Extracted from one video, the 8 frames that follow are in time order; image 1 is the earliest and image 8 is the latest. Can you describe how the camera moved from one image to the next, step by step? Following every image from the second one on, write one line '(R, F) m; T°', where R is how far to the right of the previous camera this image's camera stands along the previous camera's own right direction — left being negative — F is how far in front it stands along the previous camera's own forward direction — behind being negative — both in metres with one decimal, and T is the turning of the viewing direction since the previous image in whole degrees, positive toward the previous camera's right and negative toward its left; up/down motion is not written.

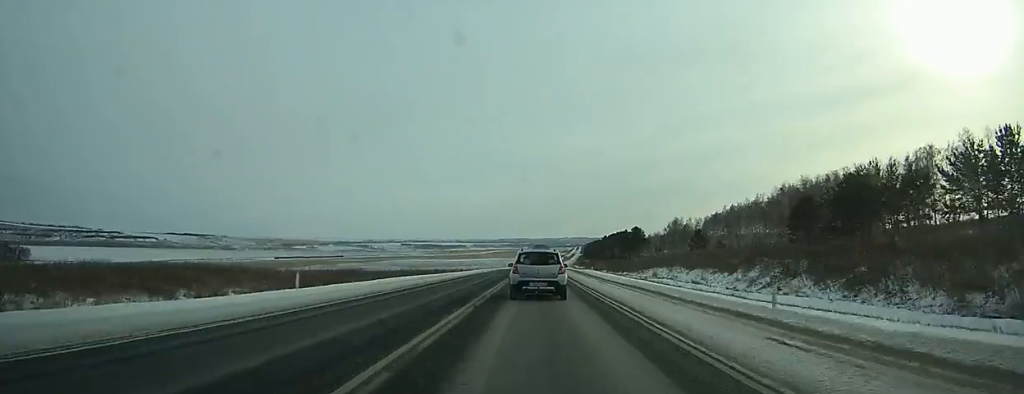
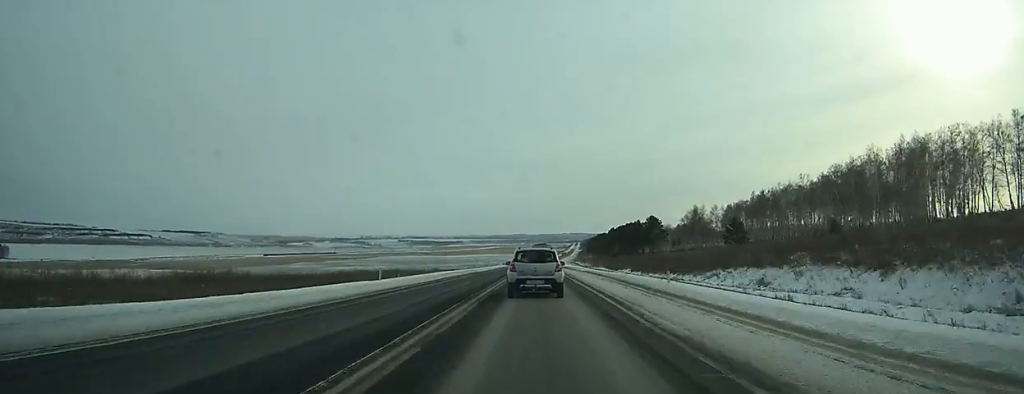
(0.0, +38.2) m; 0°
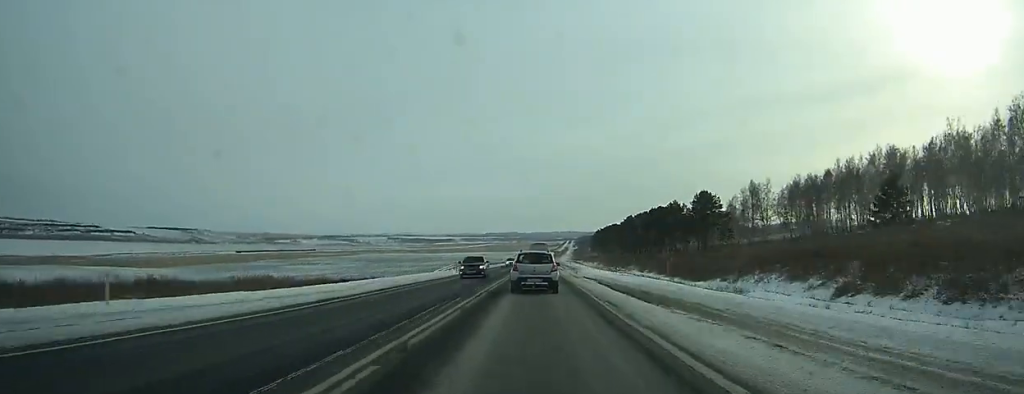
(+0.7, +73.0) m; +1°
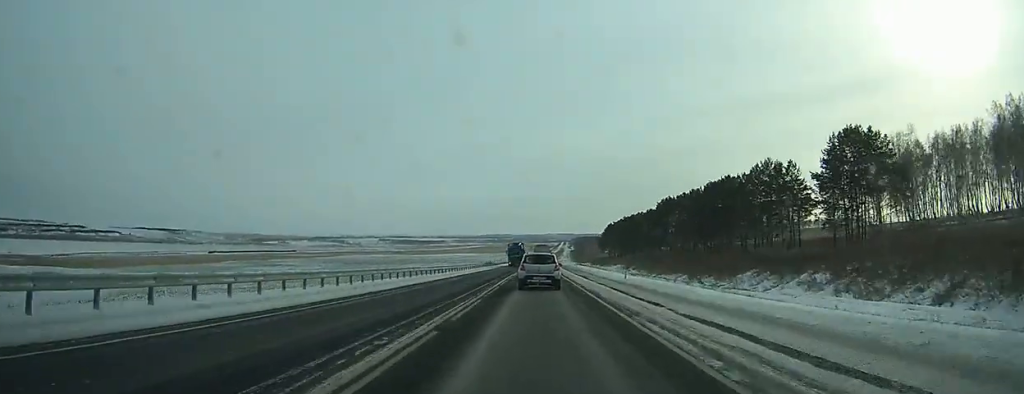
(+0.5, +65.1) m; +1°
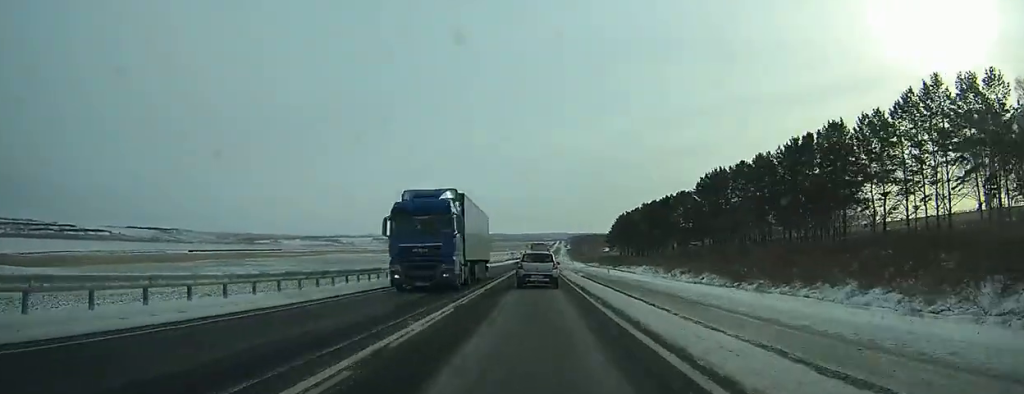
(+0.1, +41.7) m; 0°
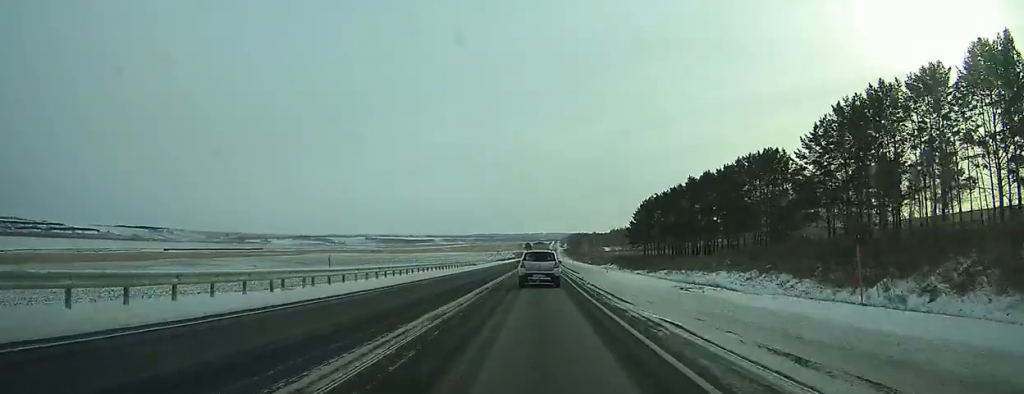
(+0.1, +47.5) m; 0°
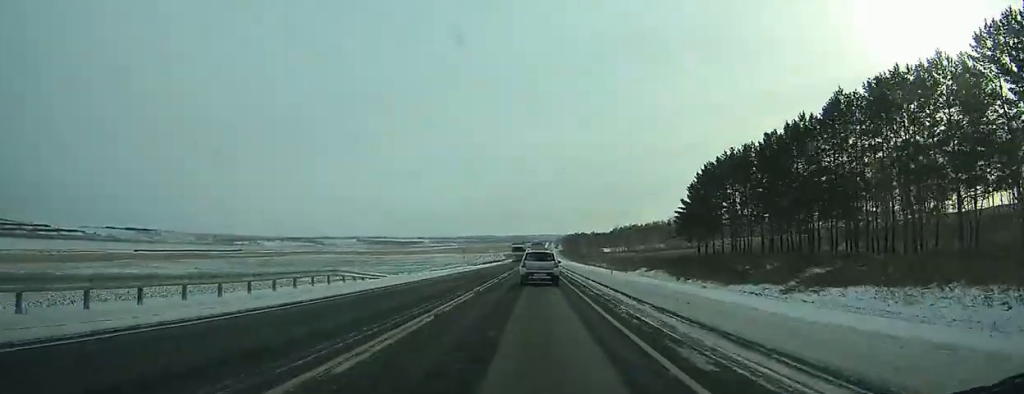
(+0.3, +51.8) m; +1°
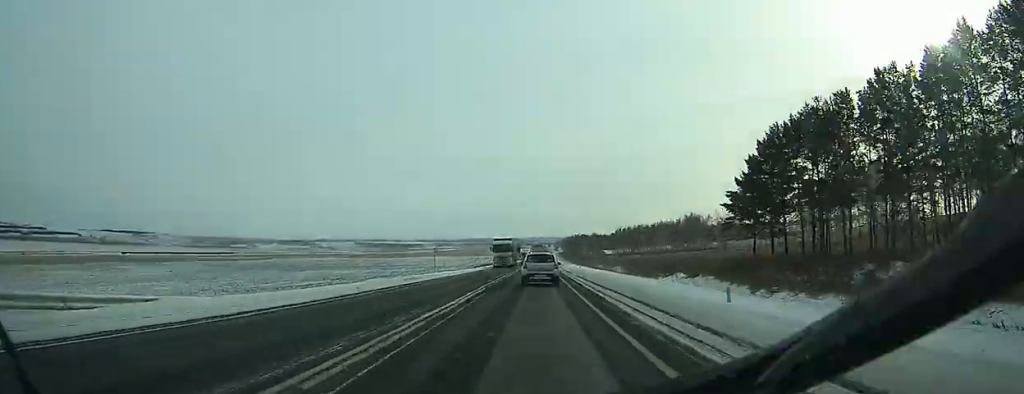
(0.0, +22.4) m; 0°
